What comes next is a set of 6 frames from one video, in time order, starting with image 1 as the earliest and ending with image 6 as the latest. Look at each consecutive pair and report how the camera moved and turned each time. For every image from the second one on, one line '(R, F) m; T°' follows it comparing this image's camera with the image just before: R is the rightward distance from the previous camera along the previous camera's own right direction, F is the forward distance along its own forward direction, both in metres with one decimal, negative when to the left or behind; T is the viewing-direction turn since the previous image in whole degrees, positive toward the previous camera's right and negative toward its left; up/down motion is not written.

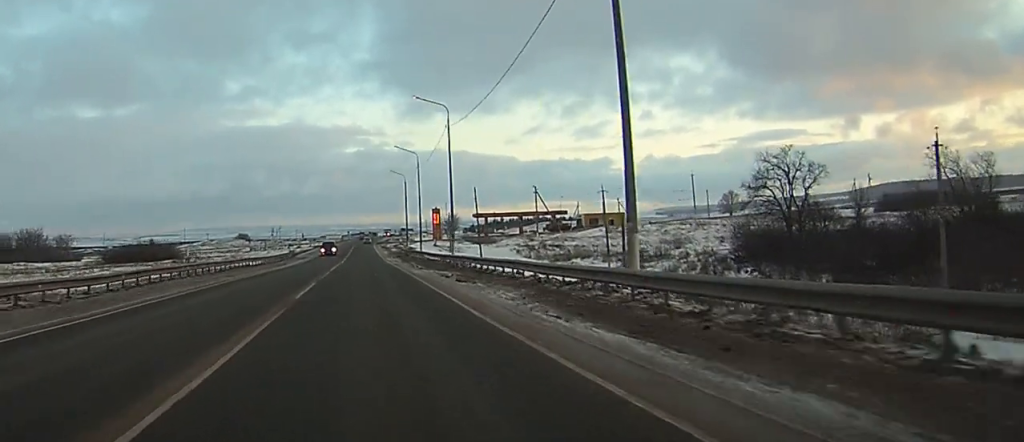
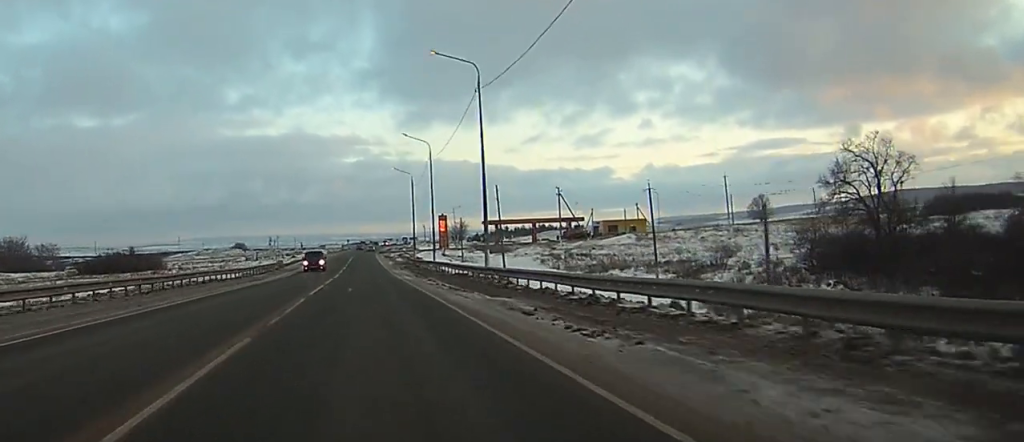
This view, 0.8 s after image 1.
(0.0, +17.0) m; 0°
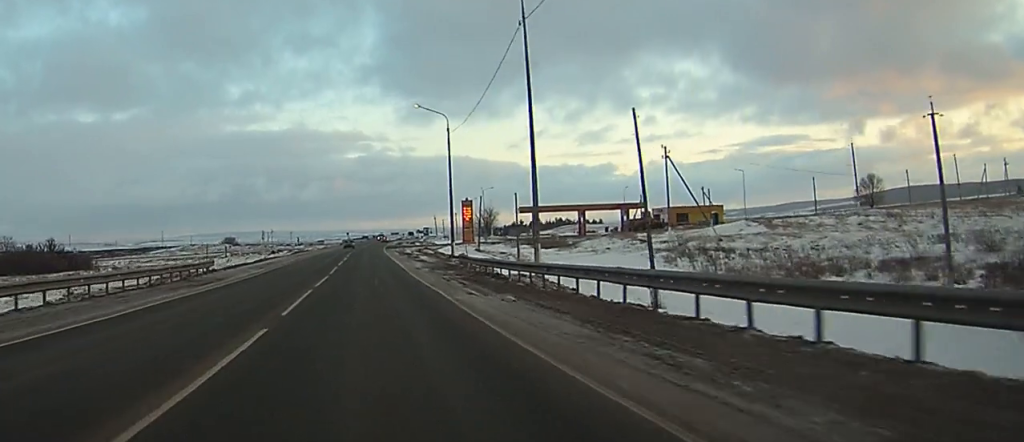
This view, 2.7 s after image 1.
(-0.2, +44.9) m; 0°
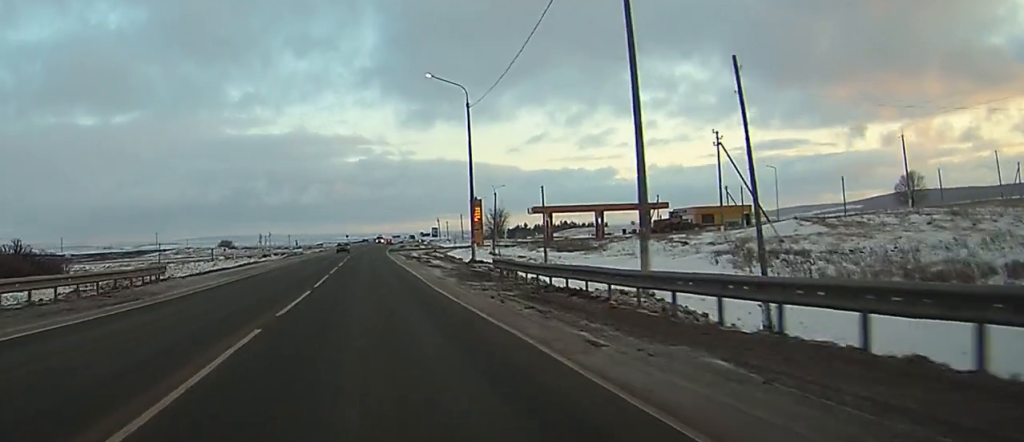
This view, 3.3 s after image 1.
(0.0, +12.6) m; 0°
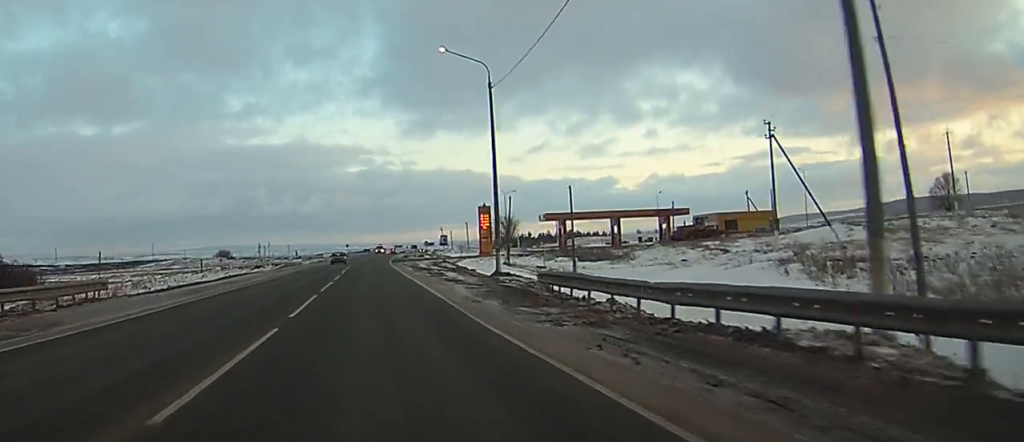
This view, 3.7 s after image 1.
(0.0, +9.6) m; 0°
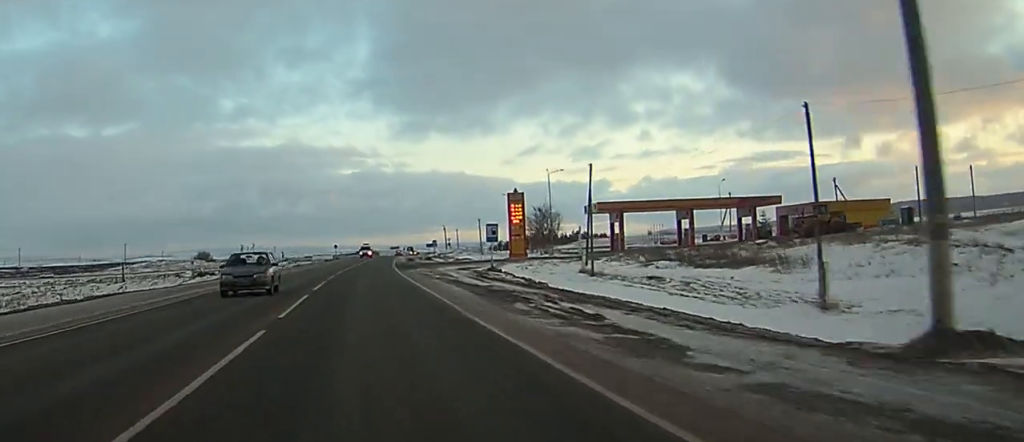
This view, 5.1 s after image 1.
(-0.2, +35.8) m; 0°
